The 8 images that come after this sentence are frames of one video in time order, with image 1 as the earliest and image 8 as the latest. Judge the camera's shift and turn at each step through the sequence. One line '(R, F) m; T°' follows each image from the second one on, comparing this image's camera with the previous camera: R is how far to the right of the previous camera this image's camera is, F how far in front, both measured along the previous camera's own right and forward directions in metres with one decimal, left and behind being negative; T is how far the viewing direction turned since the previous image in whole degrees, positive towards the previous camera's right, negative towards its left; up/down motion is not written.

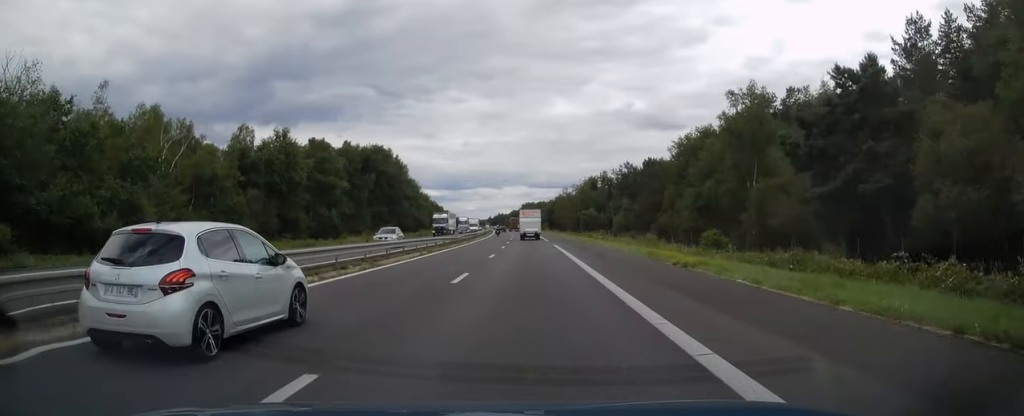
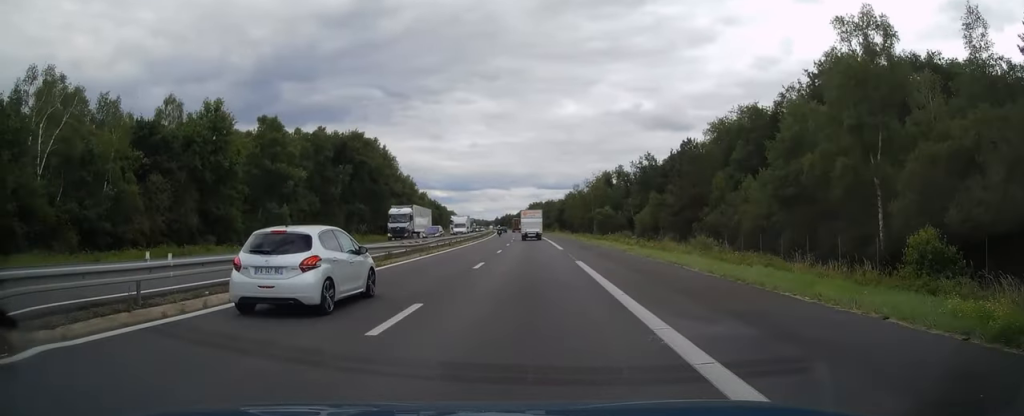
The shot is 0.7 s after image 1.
(-0.1, +20.4) m; -1°
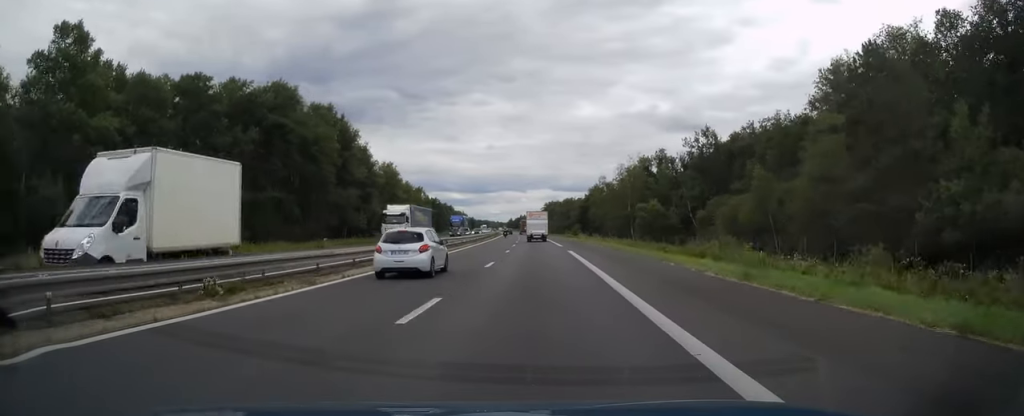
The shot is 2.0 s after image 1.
(-0.5, +39.3) m; -2°
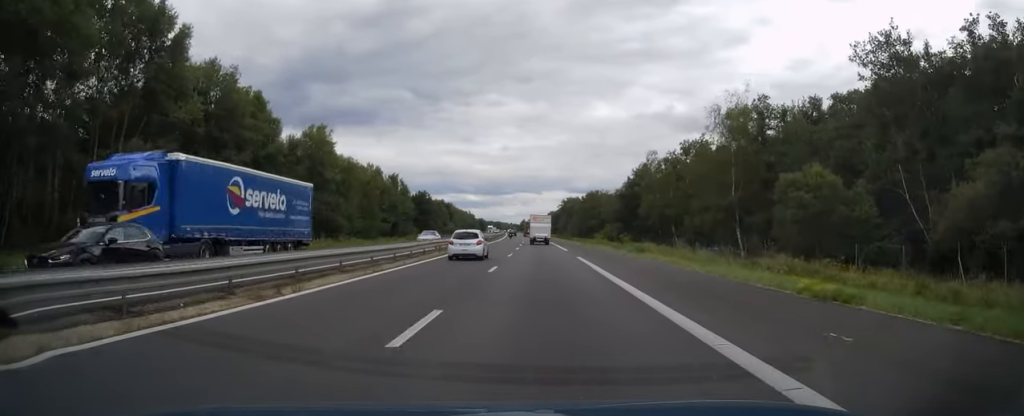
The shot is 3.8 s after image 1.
(-0.9, +54.7) m; -2°
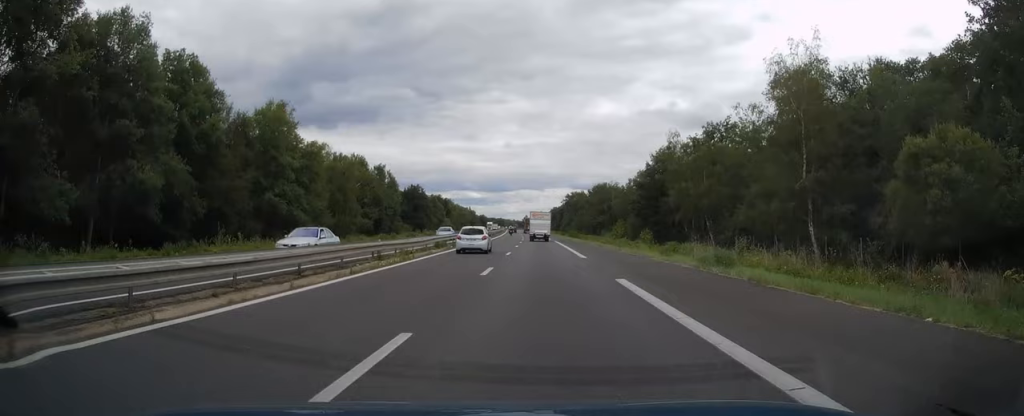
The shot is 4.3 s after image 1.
(-0.1, +15.8) m; 0°
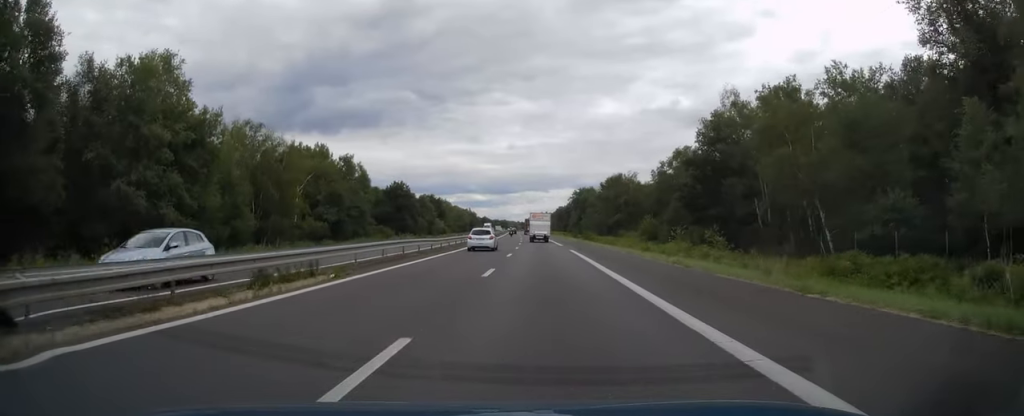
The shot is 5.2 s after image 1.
(-0.2, +26.6) m; 0°
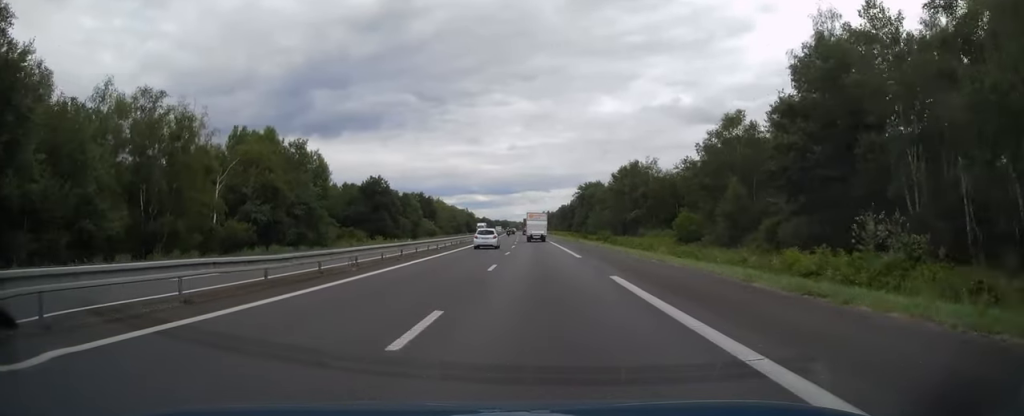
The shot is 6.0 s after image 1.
(-0.1, +23.6) m; 0°
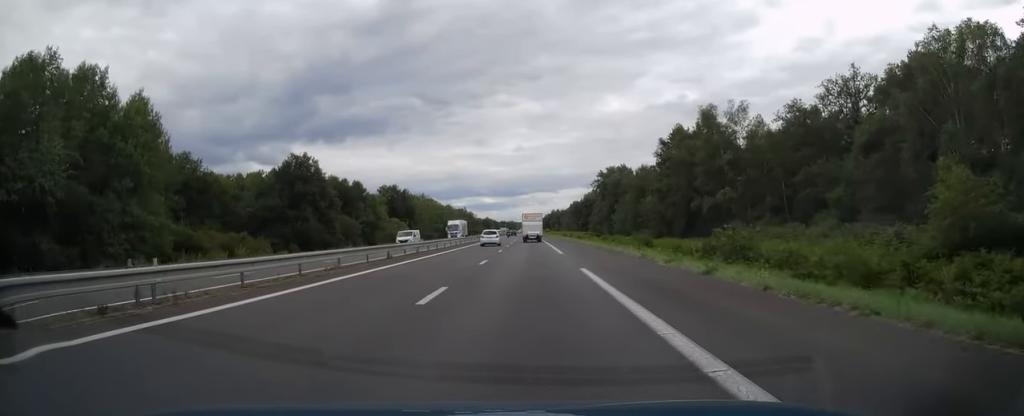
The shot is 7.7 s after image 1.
(-0.3, +48.3) m; -1°
